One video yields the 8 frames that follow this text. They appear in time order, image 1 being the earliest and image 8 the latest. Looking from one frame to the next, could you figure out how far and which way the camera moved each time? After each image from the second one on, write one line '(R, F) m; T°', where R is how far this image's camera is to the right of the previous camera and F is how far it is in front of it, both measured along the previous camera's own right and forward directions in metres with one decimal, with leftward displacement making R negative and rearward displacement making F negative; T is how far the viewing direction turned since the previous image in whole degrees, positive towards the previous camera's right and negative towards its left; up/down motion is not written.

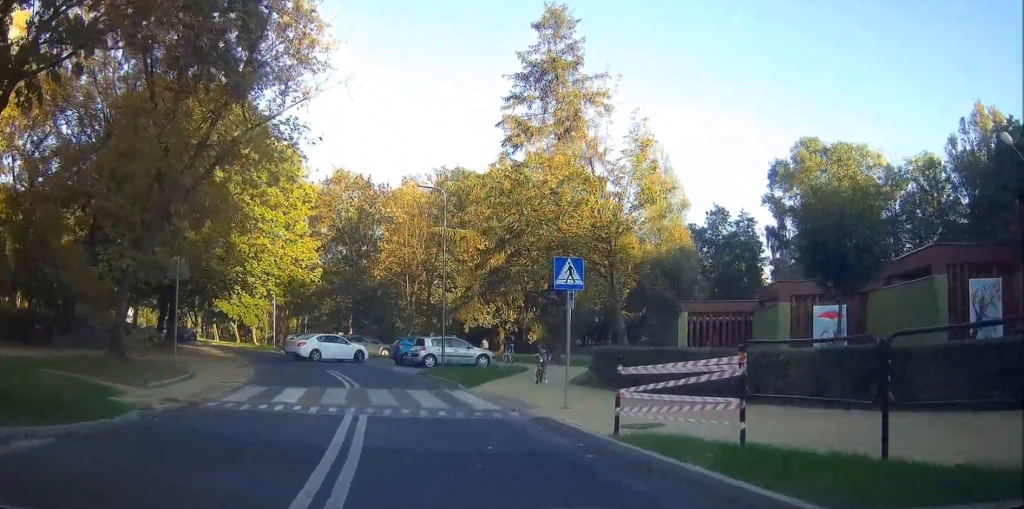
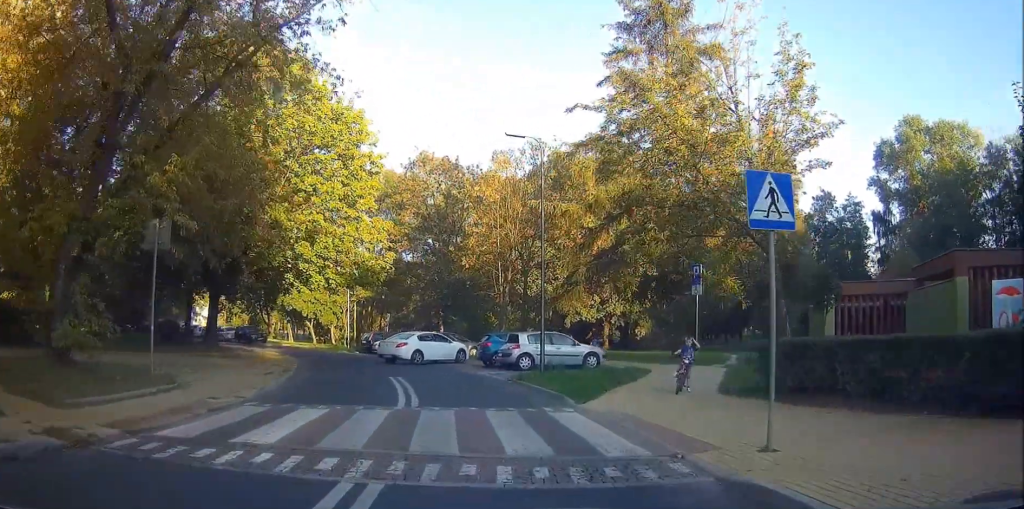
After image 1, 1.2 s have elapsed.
(-0.3, +6.0) m; -6°
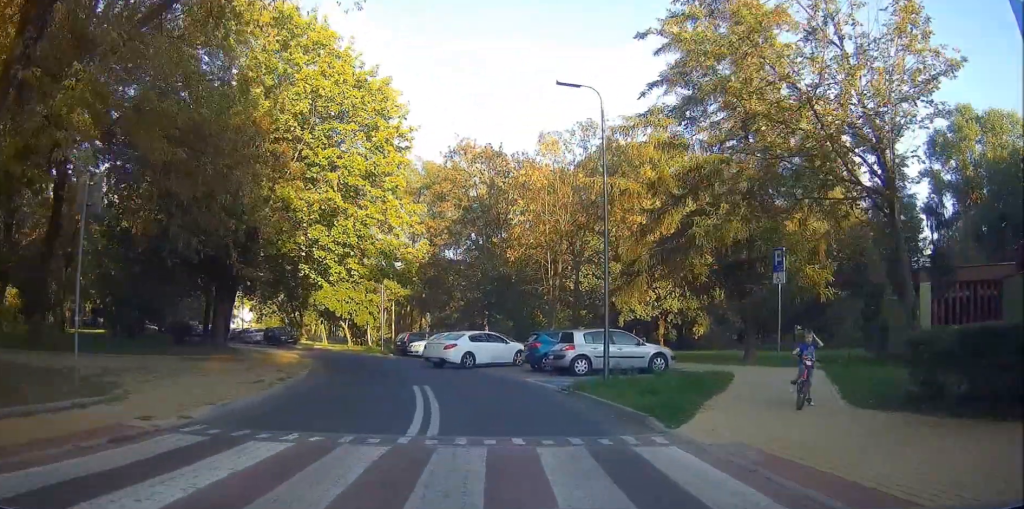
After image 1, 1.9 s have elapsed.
(-0.2, +3.8) m; -1°
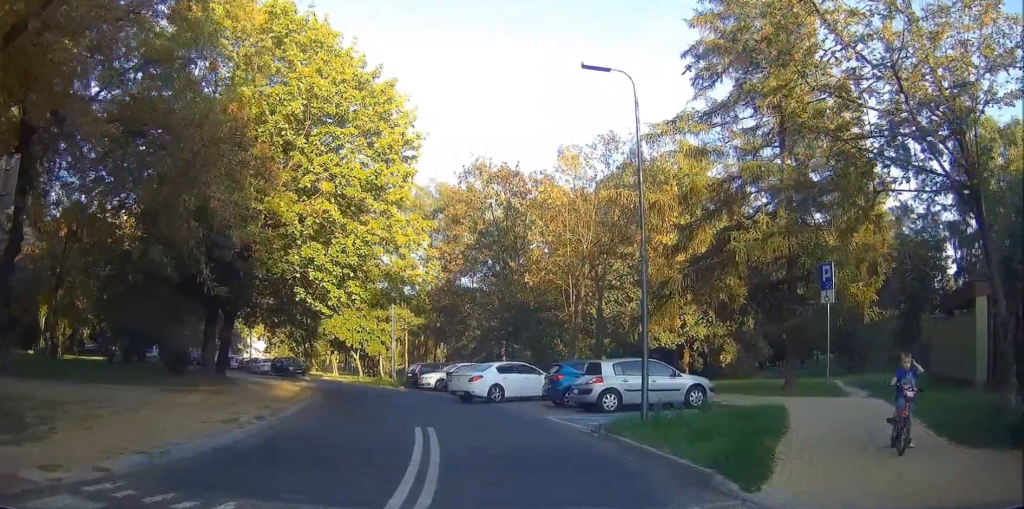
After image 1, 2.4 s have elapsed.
(+0.1, +2.3) m; +1°
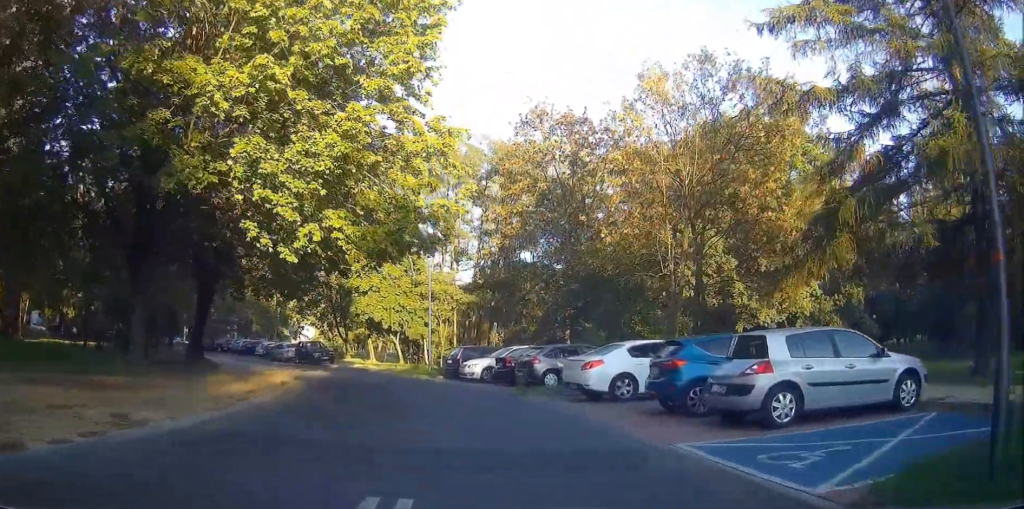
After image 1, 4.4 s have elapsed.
(+0.1, +8.7) m; -3°
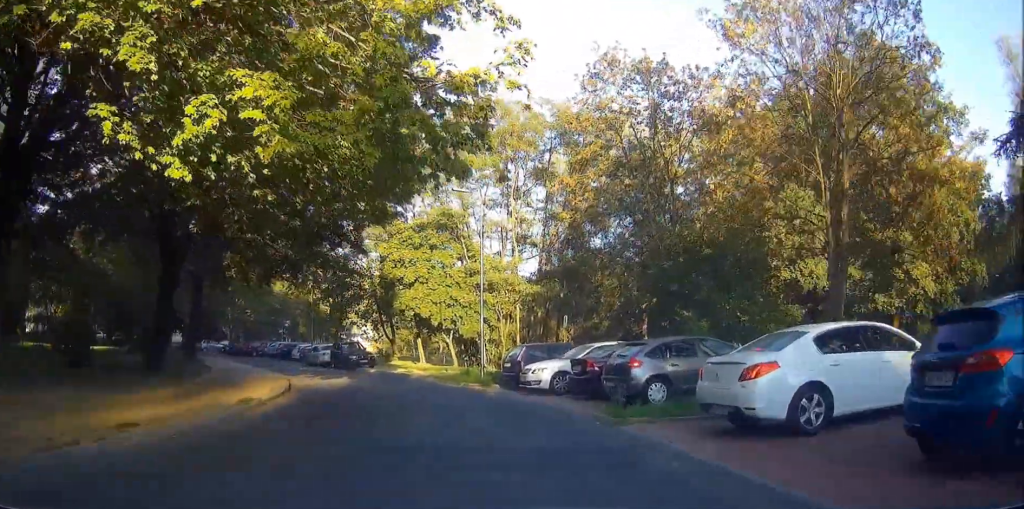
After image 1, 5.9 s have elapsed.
(-0.6, +7.7) m; -10°
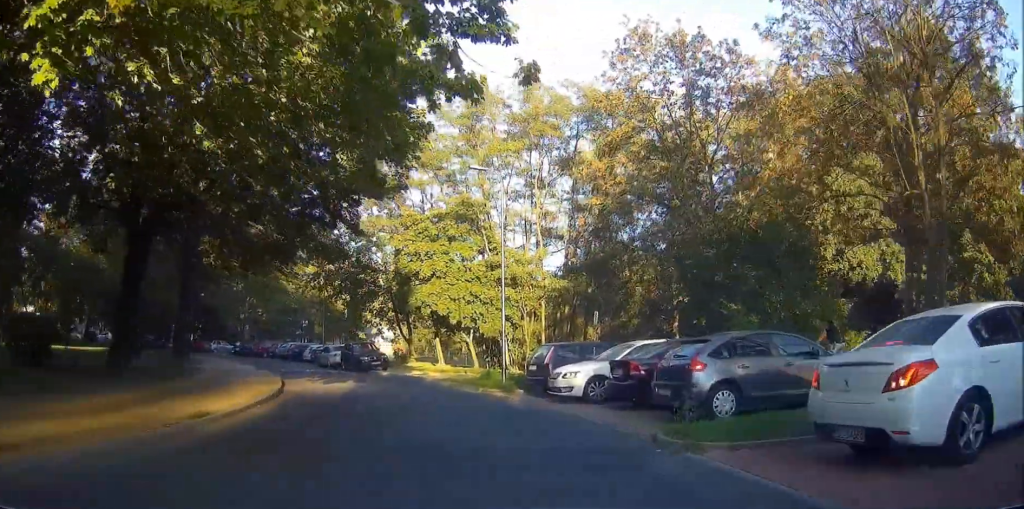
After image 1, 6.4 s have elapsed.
(-0.1, +3.2) m; -2°
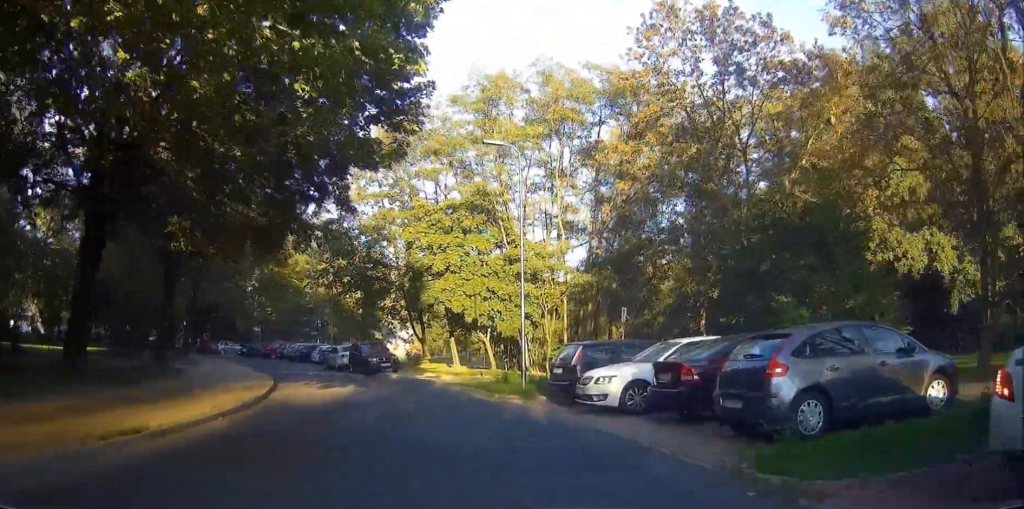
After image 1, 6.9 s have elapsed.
(-0.1, +2.6) m; -1°
